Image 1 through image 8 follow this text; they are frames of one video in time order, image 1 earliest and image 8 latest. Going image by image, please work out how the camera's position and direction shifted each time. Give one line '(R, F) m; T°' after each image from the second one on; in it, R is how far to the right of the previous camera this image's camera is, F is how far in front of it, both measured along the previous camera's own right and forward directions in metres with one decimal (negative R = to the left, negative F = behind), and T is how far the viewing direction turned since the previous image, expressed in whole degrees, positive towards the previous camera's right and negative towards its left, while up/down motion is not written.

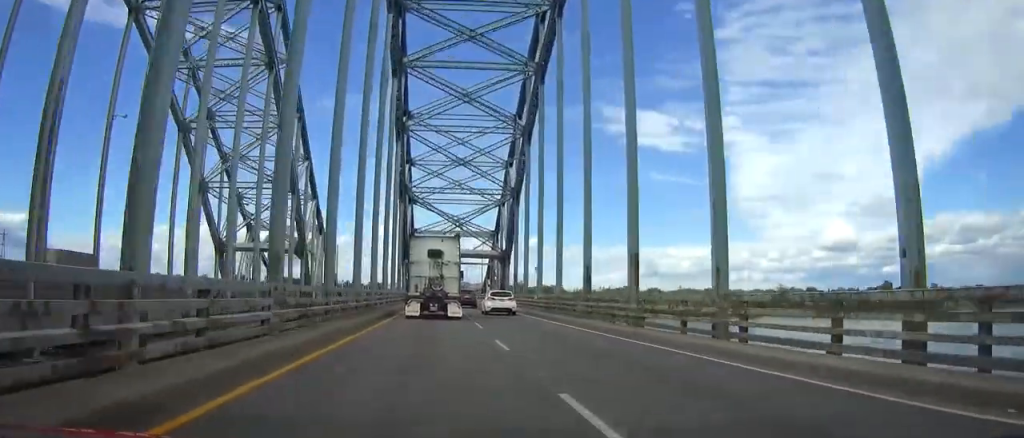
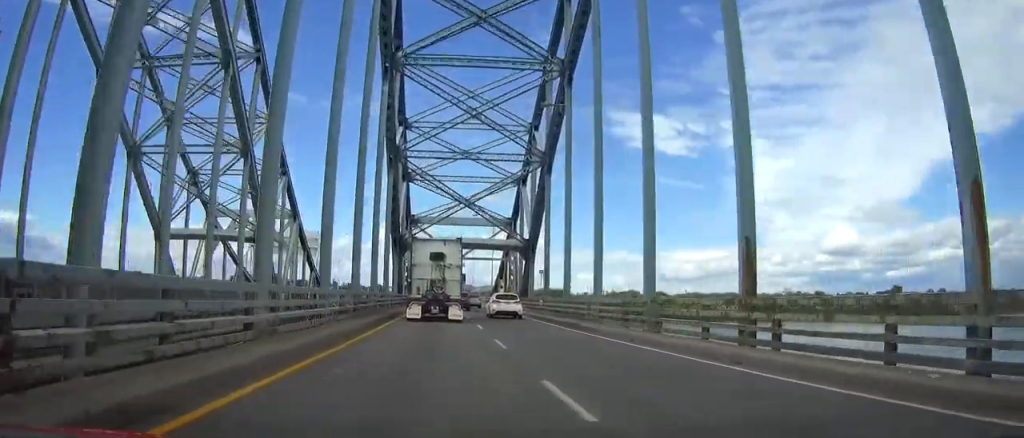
(-0.1, +17.4) m; 0°
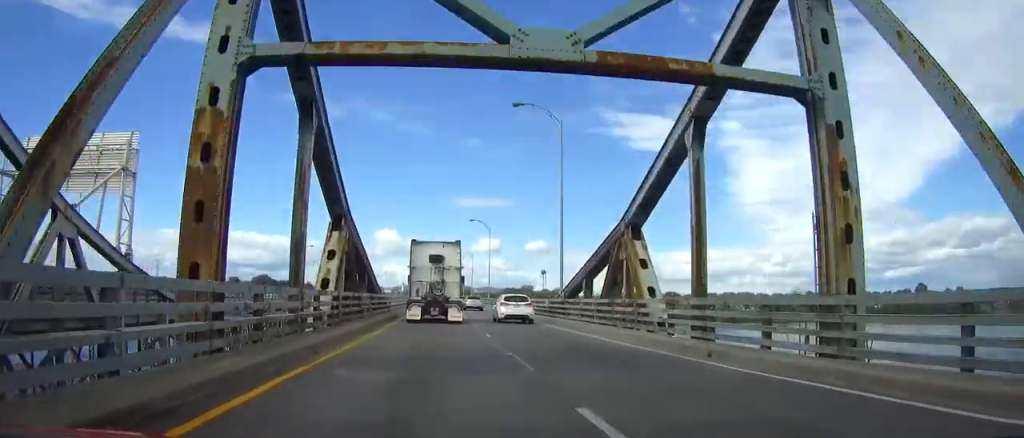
(-0.2, +58.5) m; 0°
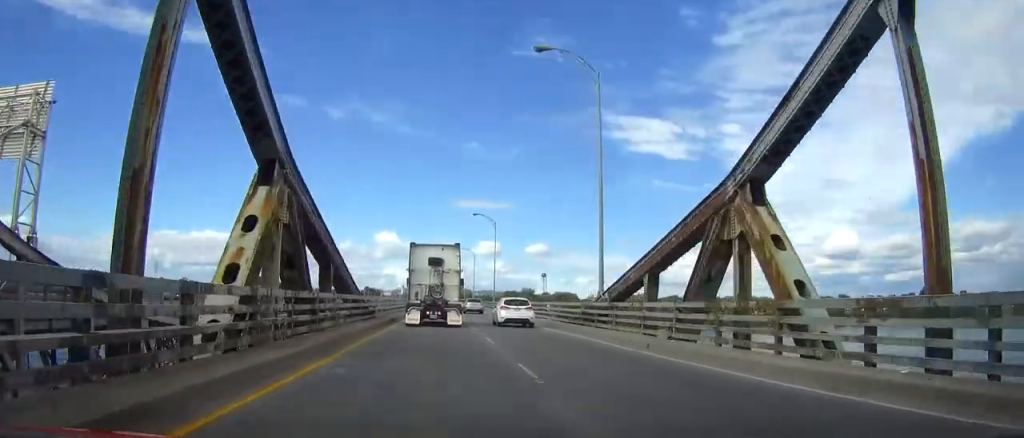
(0.0, +10.0) m; 0°
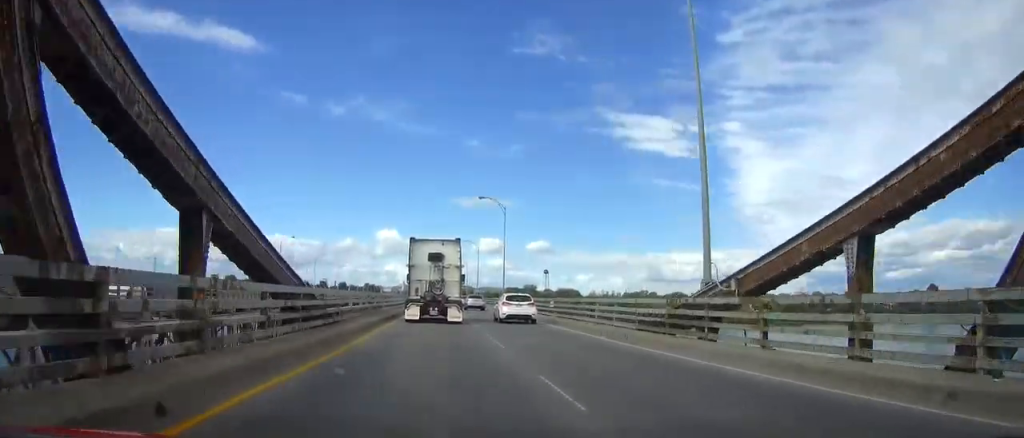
(+0.1, +11.9) m; 0°
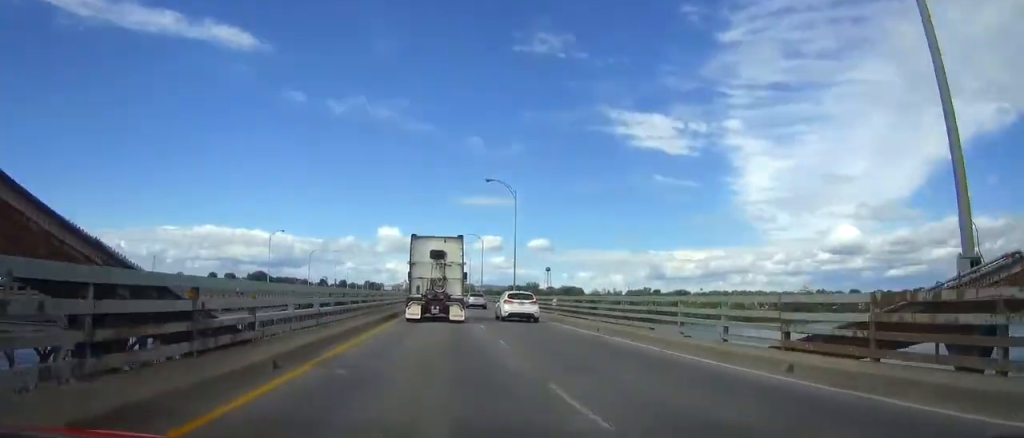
(+0.1, +9.9) m; 0°
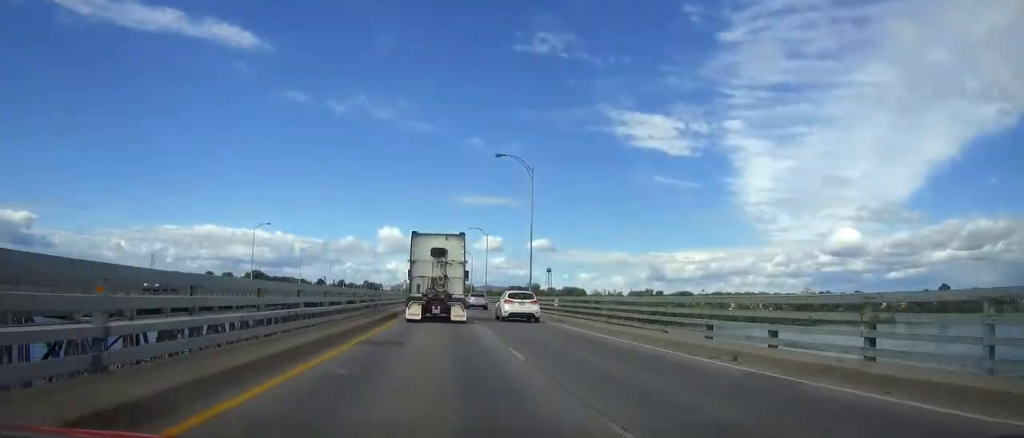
(0.0, +11.8) m; 0°
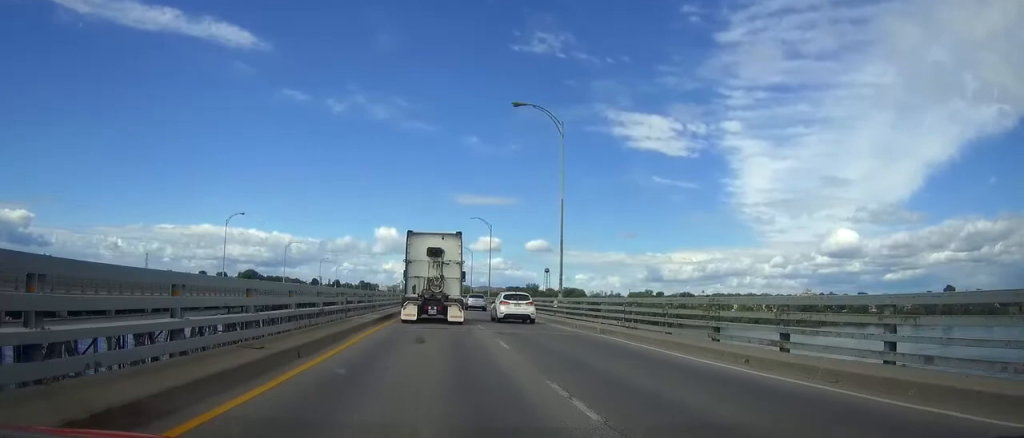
(0.0, +15.0) m; 0°
